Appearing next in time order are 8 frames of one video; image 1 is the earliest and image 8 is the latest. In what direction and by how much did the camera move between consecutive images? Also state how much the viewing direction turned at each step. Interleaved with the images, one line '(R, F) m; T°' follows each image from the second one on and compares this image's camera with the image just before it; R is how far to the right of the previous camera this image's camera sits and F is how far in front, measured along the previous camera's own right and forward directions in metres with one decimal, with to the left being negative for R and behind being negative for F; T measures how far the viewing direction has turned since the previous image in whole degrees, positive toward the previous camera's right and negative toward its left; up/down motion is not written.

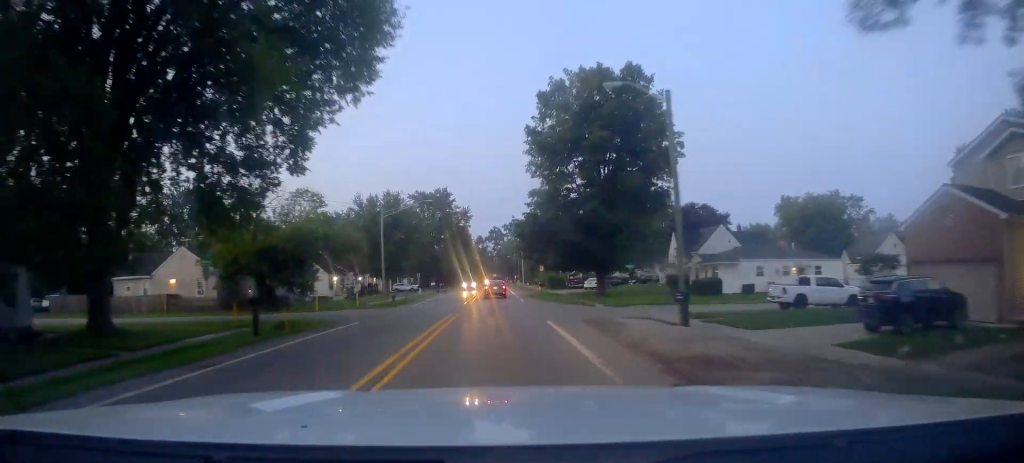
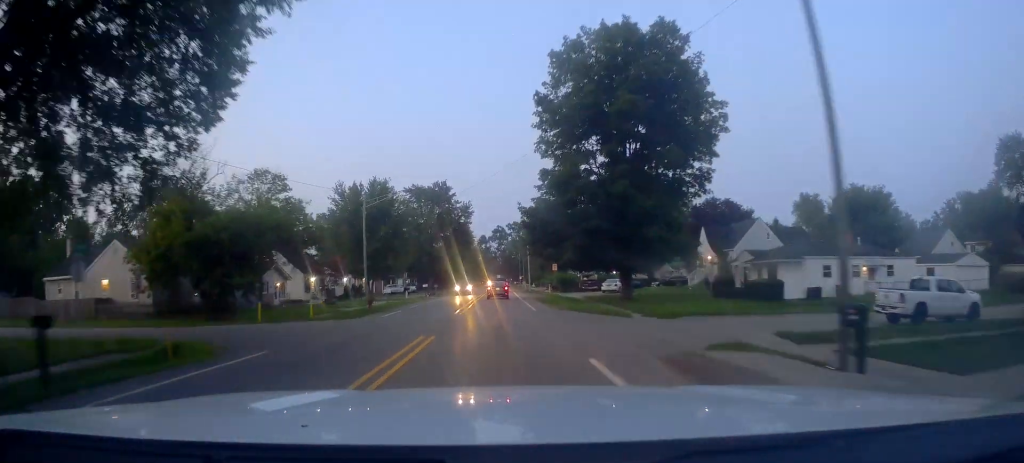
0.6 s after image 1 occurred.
(0.0, +10.2) m; 0°
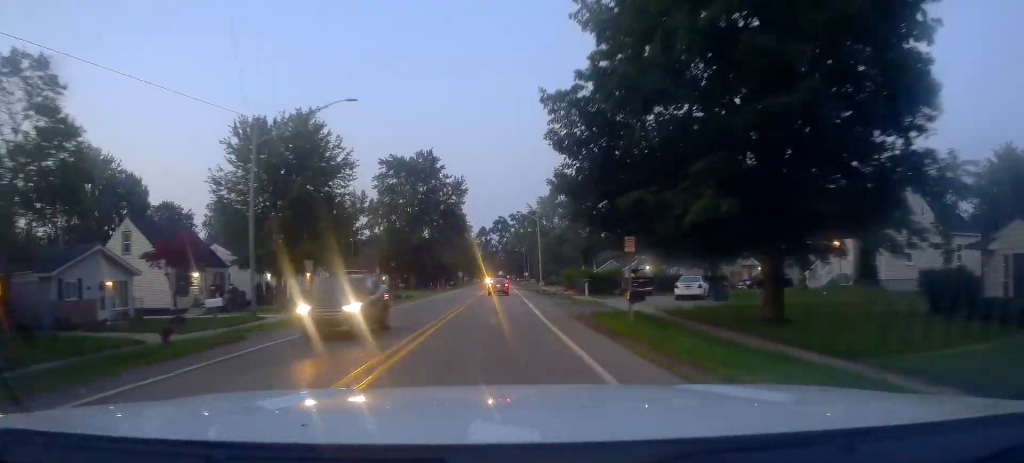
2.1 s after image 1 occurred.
(-0.5, +25.9) m; -1°
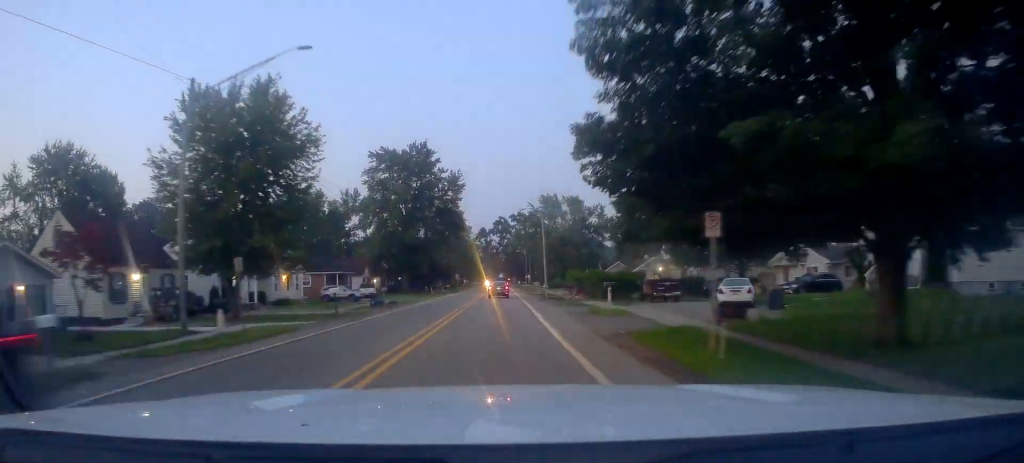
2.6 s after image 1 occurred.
(+0.1, +7.3) m; 0°
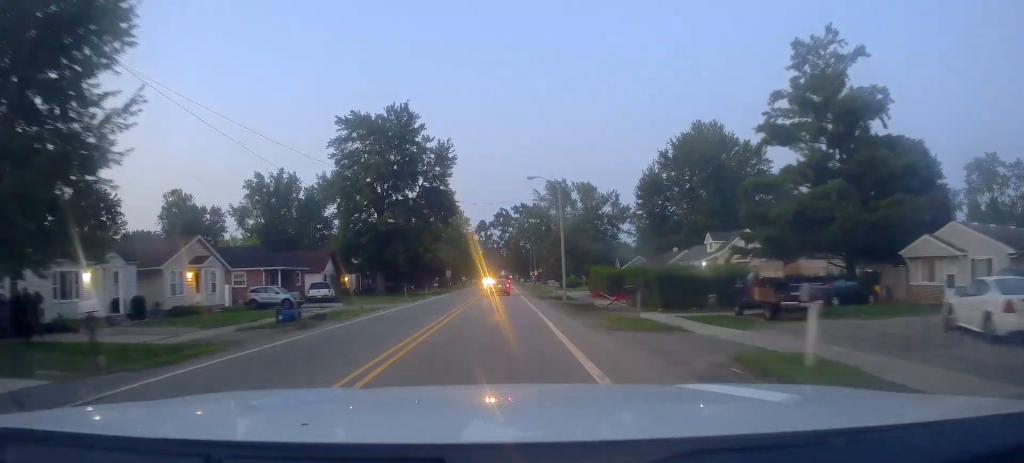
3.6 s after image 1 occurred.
(+0.3, +18.1) m; 0°
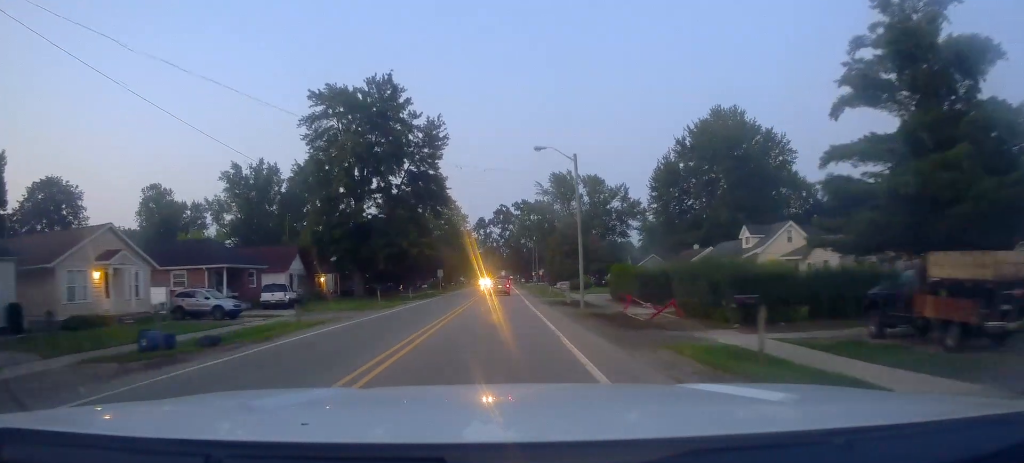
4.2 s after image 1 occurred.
(+0.2, +10.2) m; -2°
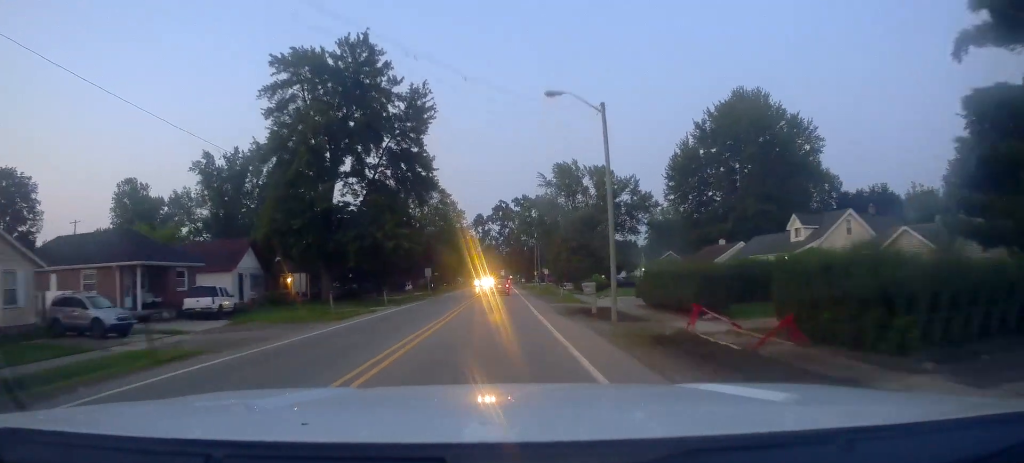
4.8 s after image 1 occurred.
(-0.5, +10.4) m; 0°
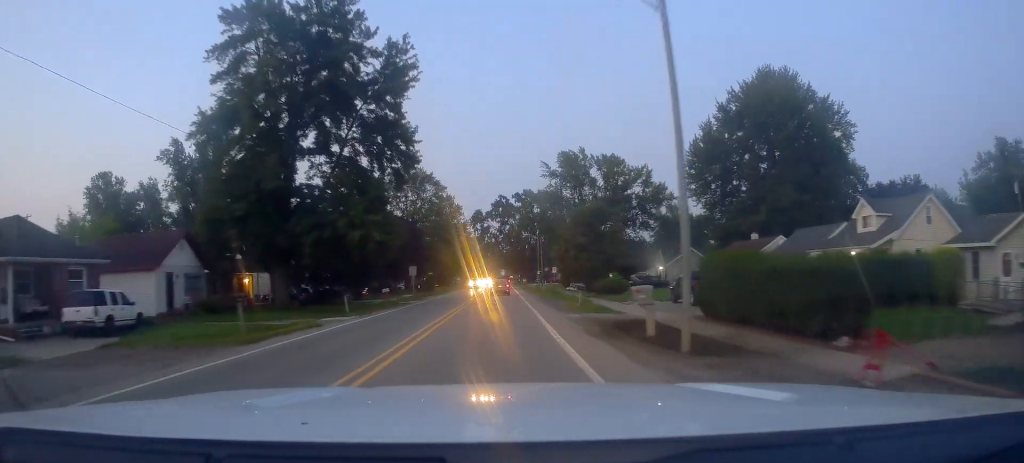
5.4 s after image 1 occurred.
(-0.2, +9.8) m; 0°
